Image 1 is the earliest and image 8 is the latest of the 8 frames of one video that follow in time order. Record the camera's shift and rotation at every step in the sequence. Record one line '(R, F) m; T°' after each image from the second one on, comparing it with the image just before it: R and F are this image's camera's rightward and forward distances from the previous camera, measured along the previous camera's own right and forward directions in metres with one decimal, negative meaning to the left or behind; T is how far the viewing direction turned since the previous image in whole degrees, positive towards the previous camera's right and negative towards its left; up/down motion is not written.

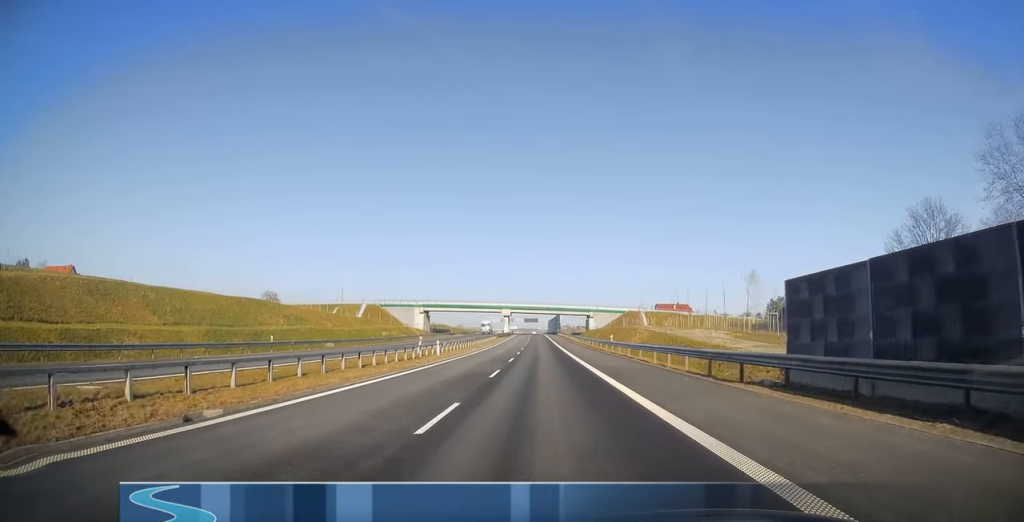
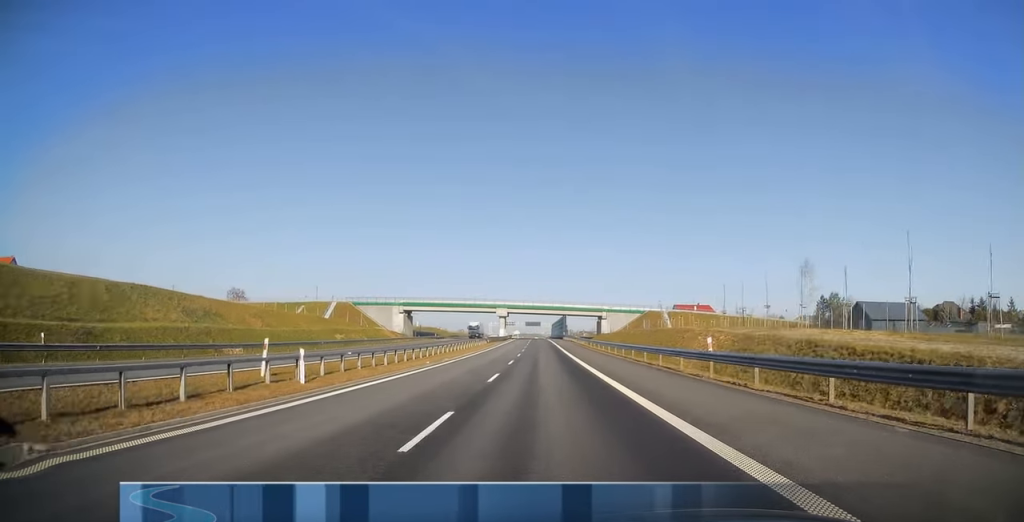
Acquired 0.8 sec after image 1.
(-0.3, +25.1) m; -1°
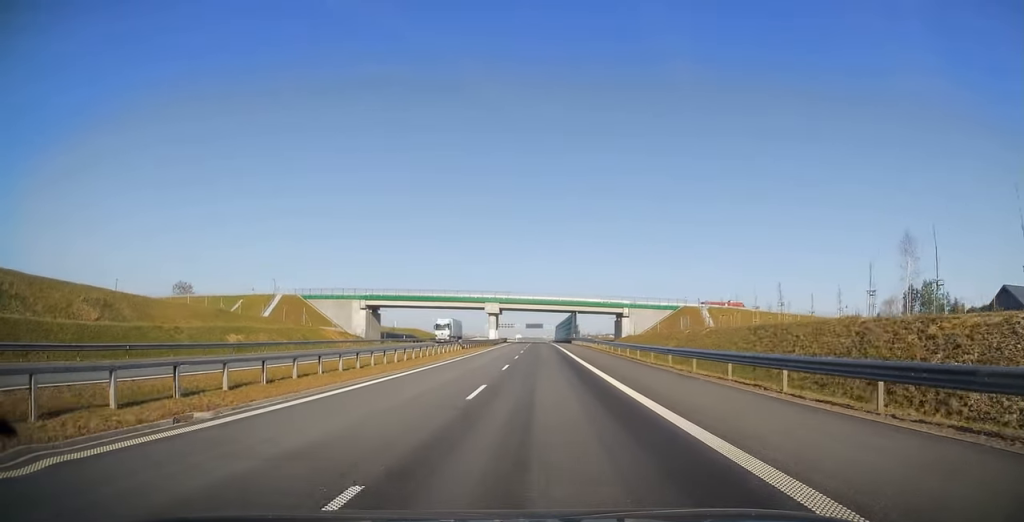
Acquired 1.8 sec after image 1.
(-0.1, +29.7) m; -1°
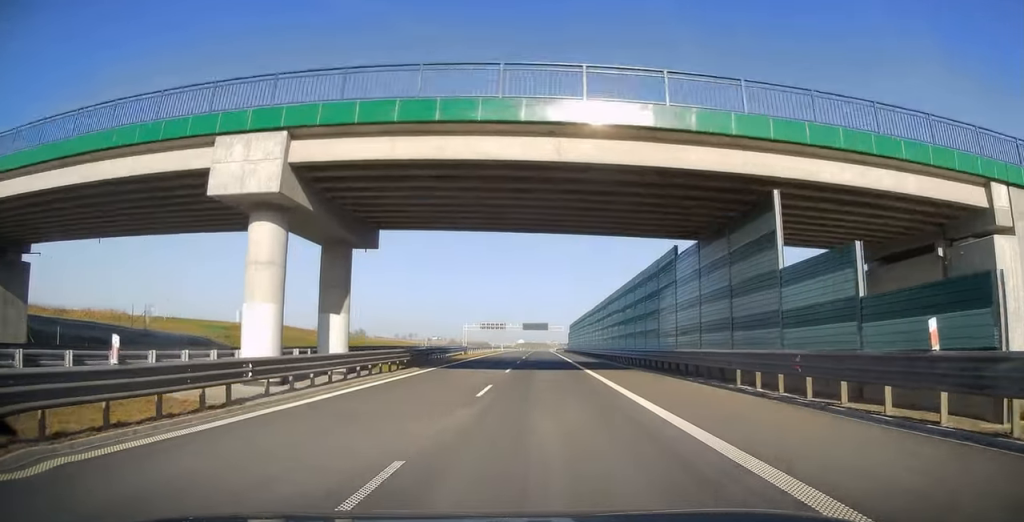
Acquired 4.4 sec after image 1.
(-0.3, +82.3) m; 0°
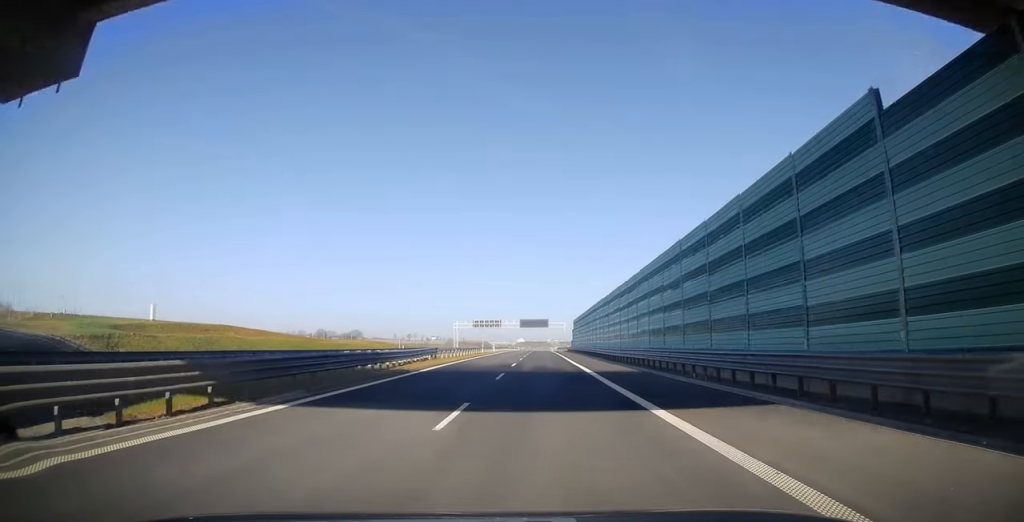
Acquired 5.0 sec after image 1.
(-0.3, +17.7) m; 0°
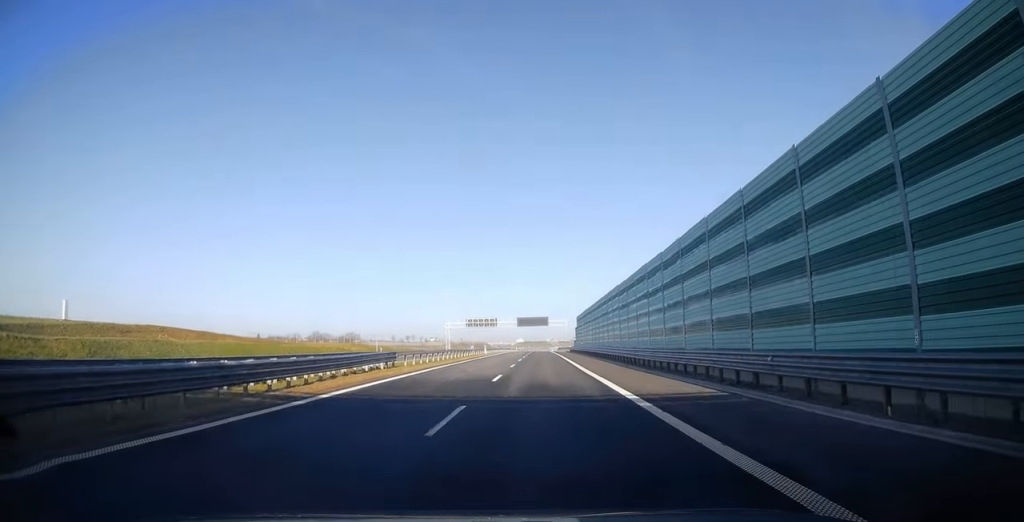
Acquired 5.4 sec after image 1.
(0.0, +12.5) m; 0°
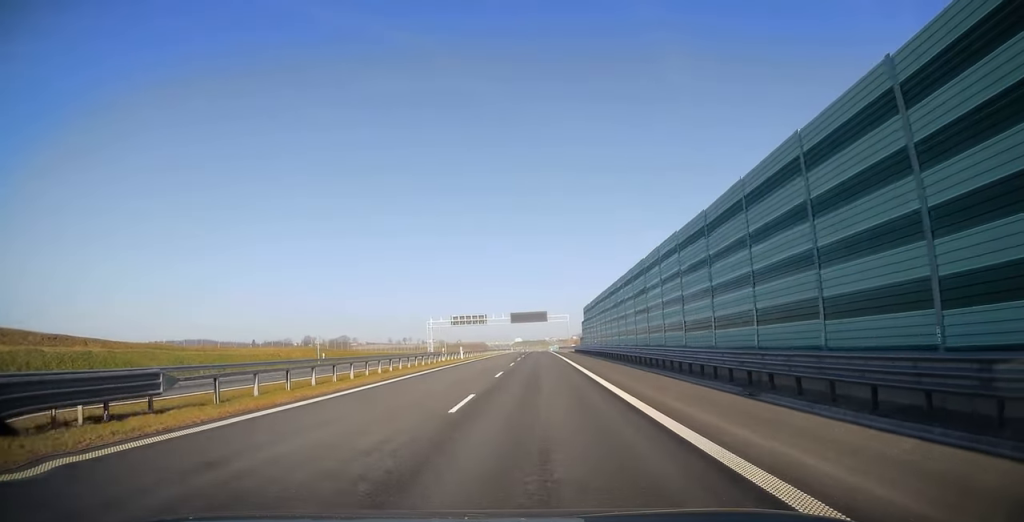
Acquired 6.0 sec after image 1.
(+0.3, +20.9) m; +1°
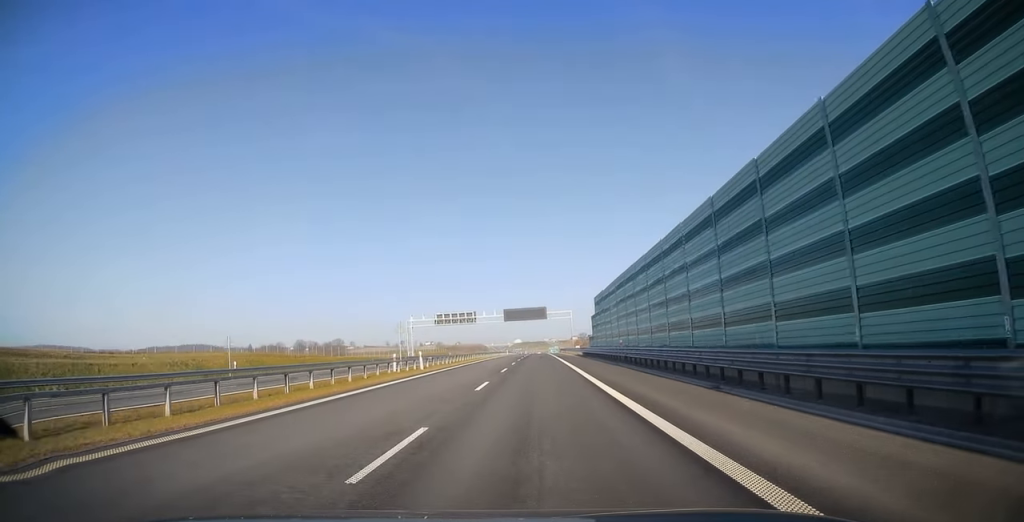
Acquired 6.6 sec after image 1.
(0.0, +17.7) m; 0°
